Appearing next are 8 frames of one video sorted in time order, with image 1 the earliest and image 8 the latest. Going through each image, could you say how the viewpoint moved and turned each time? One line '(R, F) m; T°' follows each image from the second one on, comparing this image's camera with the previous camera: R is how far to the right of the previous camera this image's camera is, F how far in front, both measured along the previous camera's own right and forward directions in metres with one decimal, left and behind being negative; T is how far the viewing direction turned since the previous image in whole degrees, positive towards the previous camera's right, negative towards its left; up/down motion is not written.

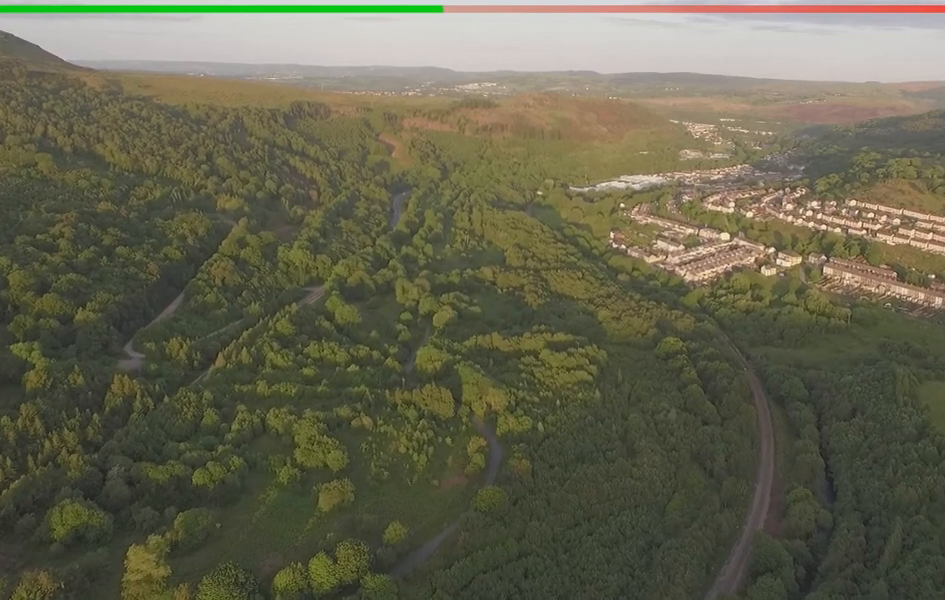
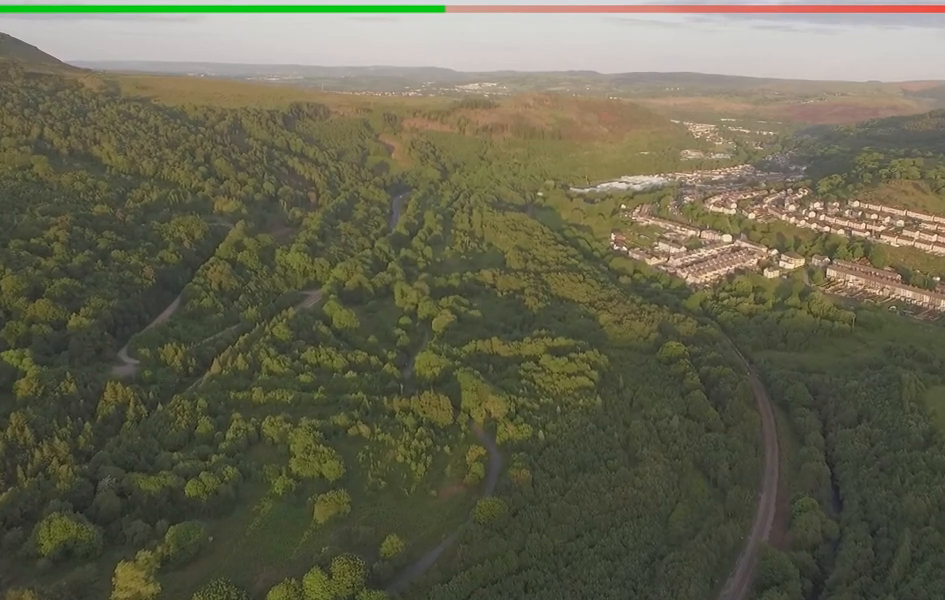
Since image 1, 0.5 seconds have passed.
(-0.1, +7.7) m; 0°
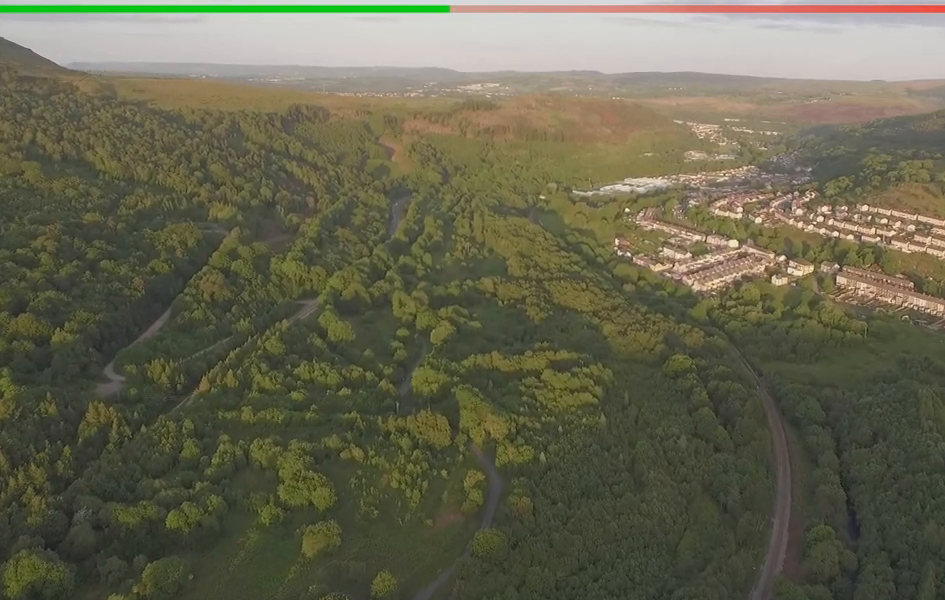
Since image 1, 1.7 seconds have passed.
(-0.1, +18.5) m; 0°
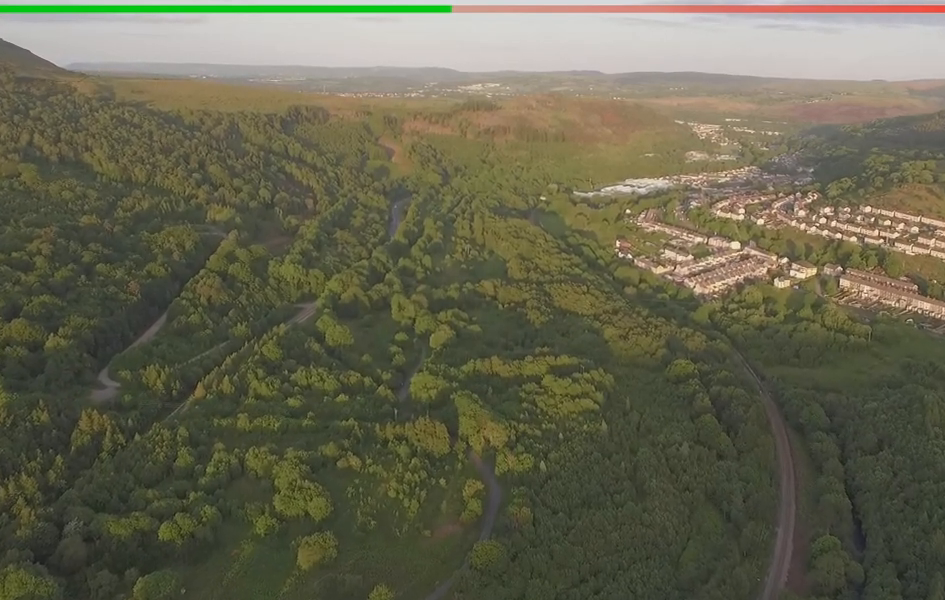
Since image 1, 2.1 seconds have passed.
(0.0, +6.2) m; 0°
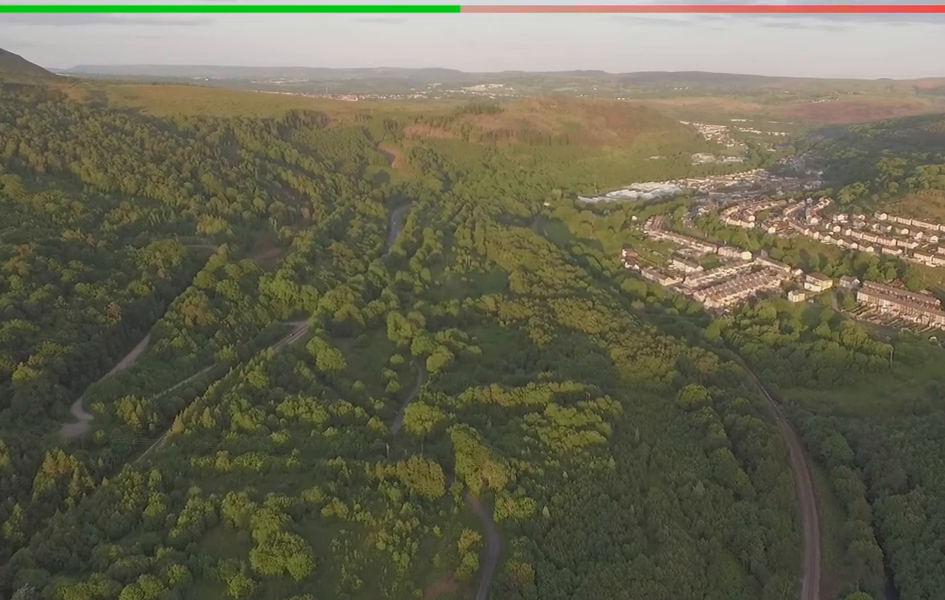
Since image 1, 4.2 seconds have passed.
(-0.3, +30.6) m; -1°
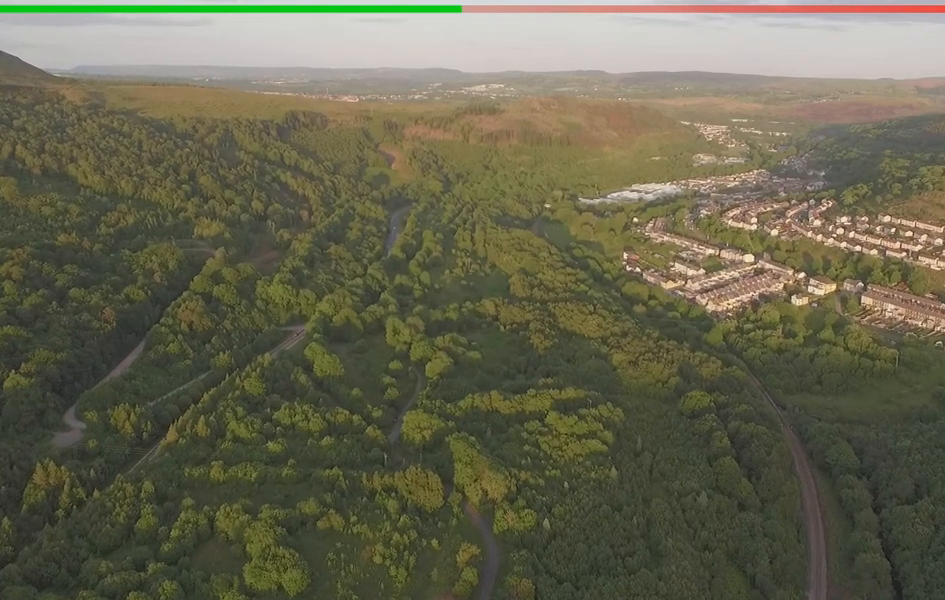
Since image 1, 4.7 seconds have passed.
(-0.1, +7.4) m; 0°
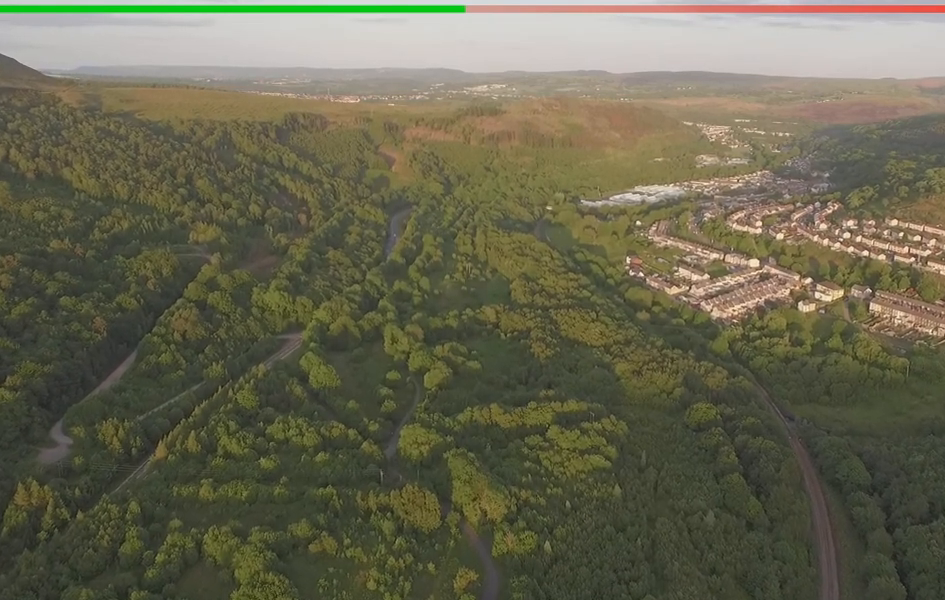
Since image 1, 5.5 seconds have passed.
(0.0, +13.7) m; 0°
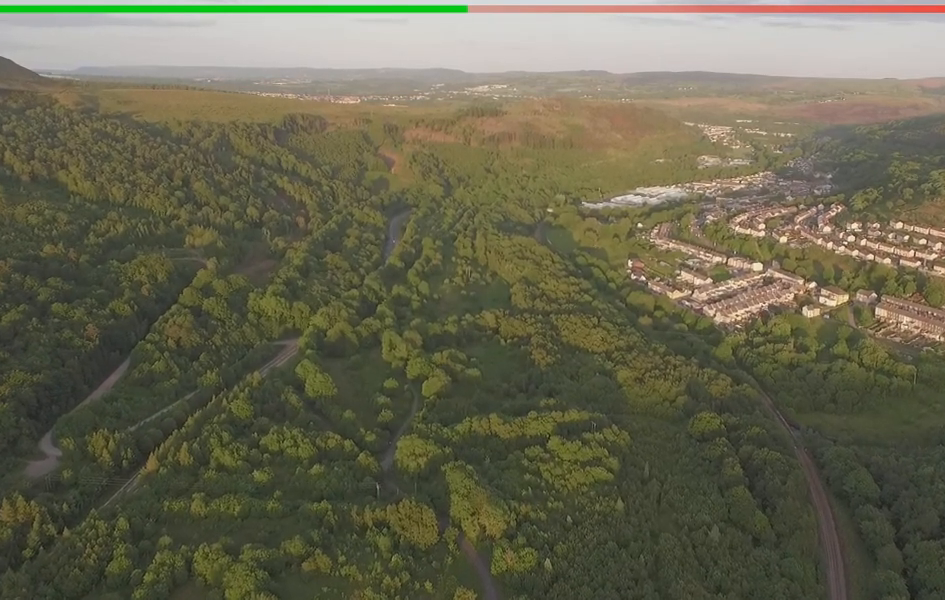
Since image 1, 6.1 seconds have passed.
(+0.1, +10.2) m; 0°
